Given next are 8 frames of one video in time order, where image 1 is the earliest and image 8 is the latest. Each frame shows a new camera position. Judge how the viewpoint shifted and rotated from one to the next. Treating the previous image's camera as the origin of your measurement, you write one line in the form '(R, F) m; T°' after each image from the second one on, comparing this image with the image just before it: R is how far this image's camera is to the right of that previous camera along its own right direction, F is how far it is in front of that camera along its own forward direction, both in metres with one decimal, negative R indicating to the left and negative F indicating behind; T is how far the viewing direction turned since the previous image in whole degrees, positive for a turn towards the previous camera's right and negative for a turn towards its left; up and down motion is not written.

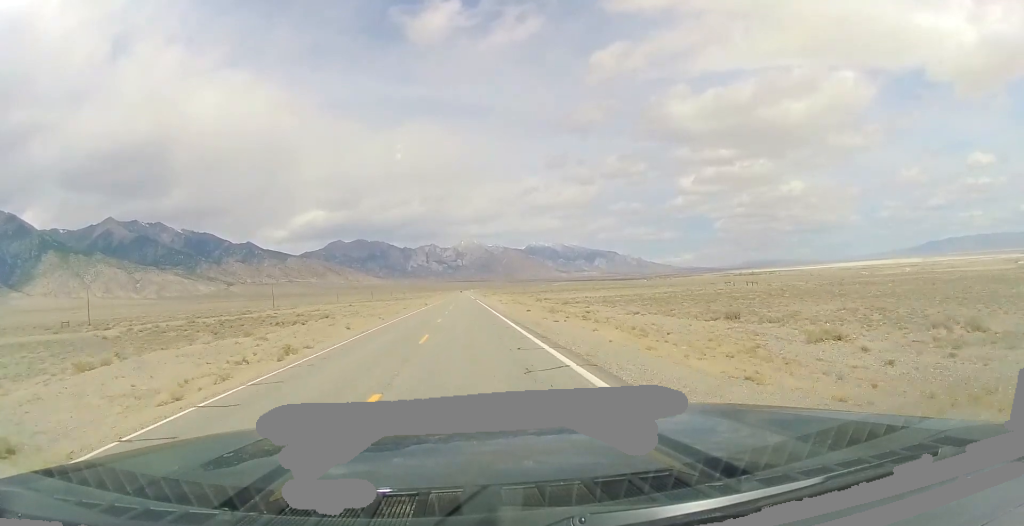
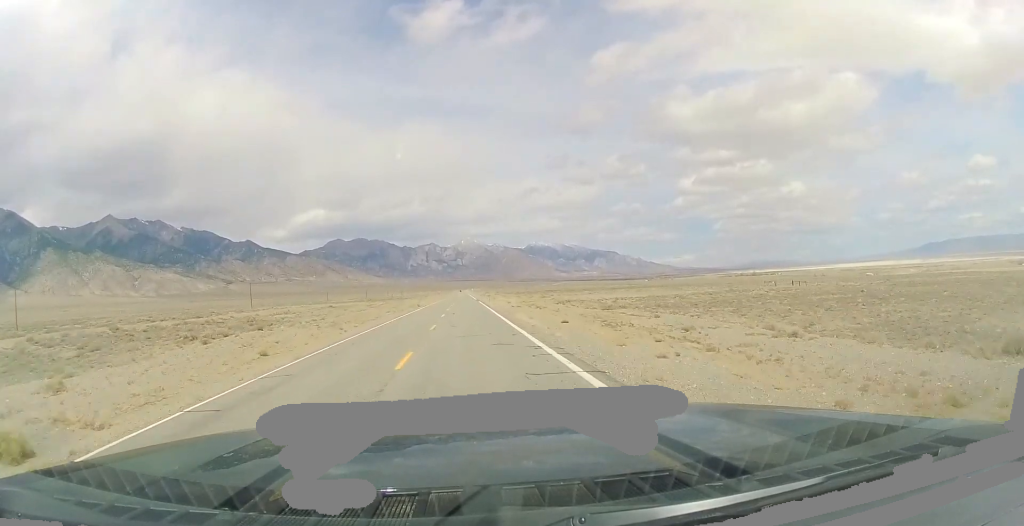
(0.0, +18.2) m; 0°
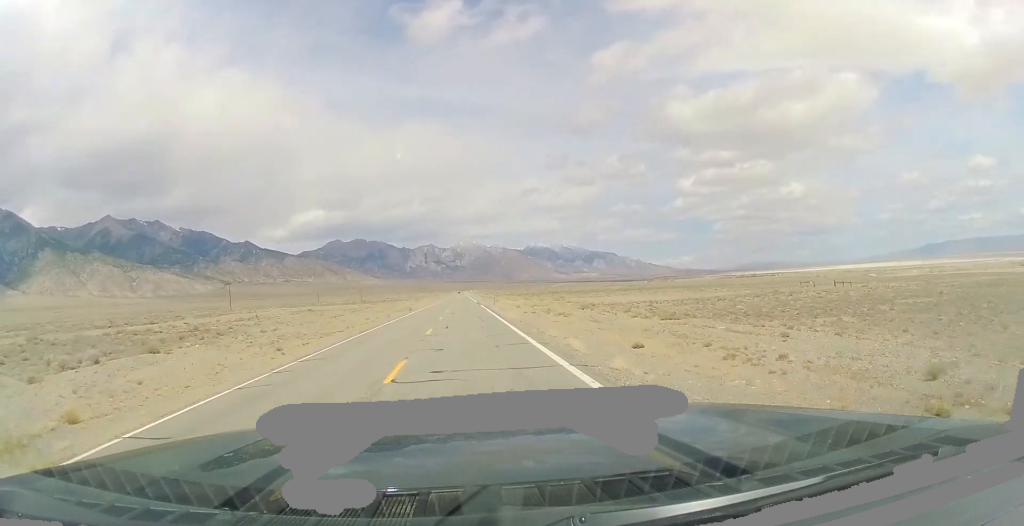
(+0.1, +13.6) m; 0°
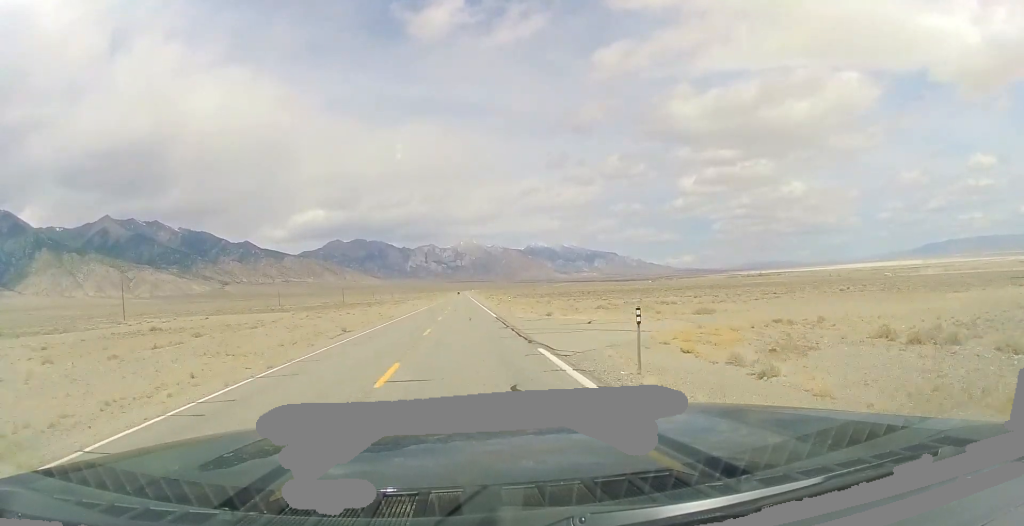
(+0.2, +49.0) m; 0°
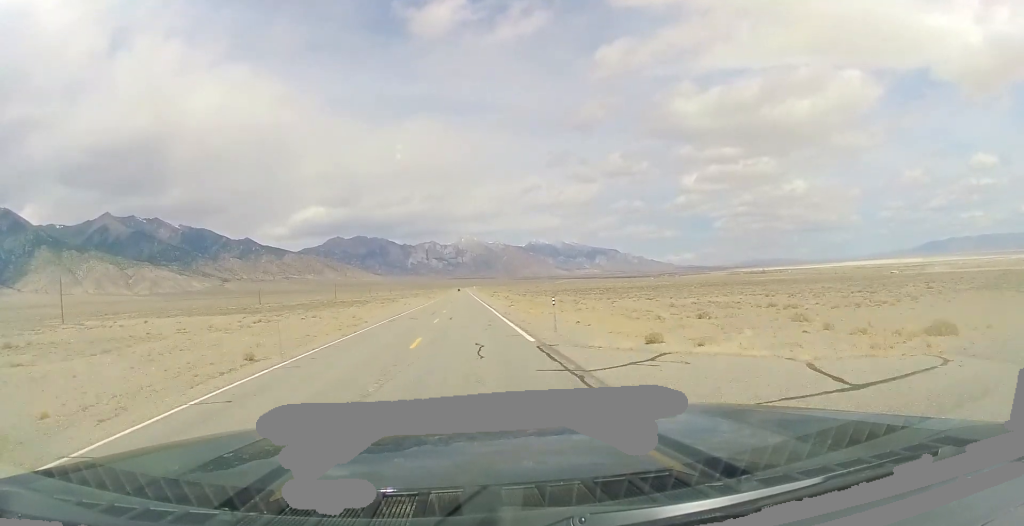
(0.0, +18.4) m; 0°
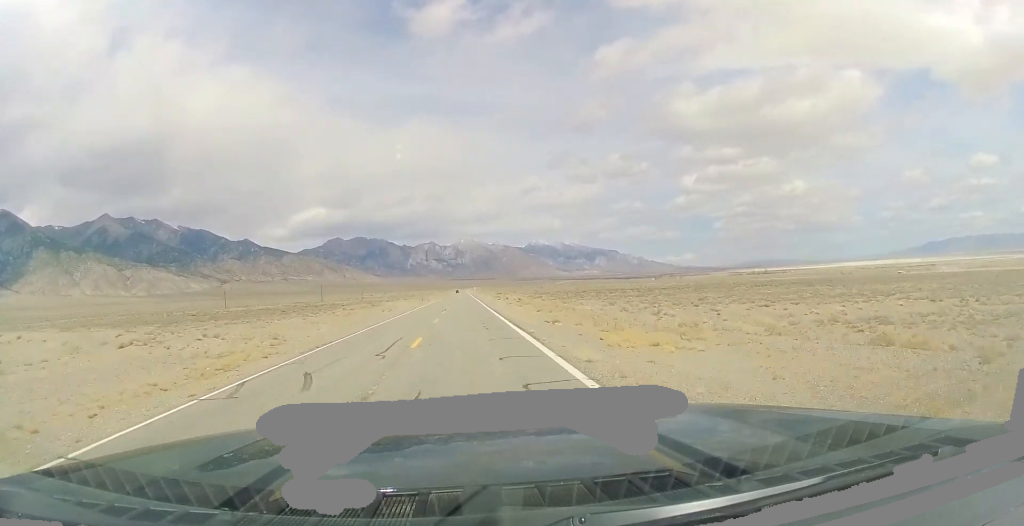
(0.0, +24.1) m; 0°
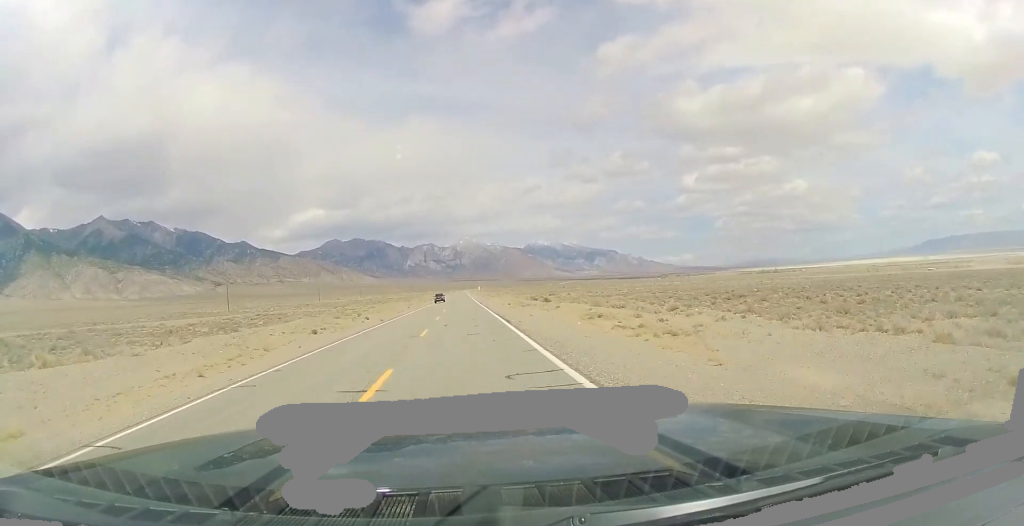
(0.0, +93.1) m; 0°
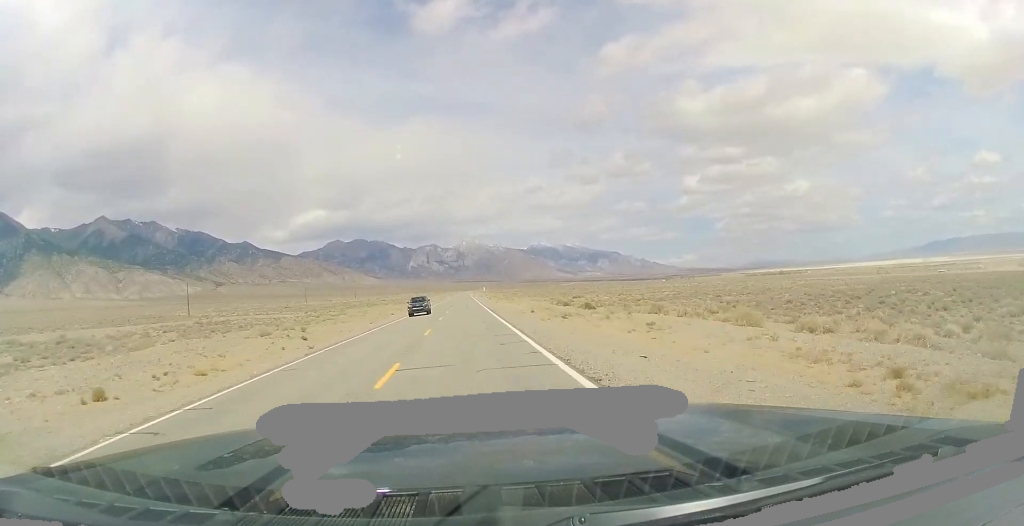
(0.0, +23.0) m; 0°
